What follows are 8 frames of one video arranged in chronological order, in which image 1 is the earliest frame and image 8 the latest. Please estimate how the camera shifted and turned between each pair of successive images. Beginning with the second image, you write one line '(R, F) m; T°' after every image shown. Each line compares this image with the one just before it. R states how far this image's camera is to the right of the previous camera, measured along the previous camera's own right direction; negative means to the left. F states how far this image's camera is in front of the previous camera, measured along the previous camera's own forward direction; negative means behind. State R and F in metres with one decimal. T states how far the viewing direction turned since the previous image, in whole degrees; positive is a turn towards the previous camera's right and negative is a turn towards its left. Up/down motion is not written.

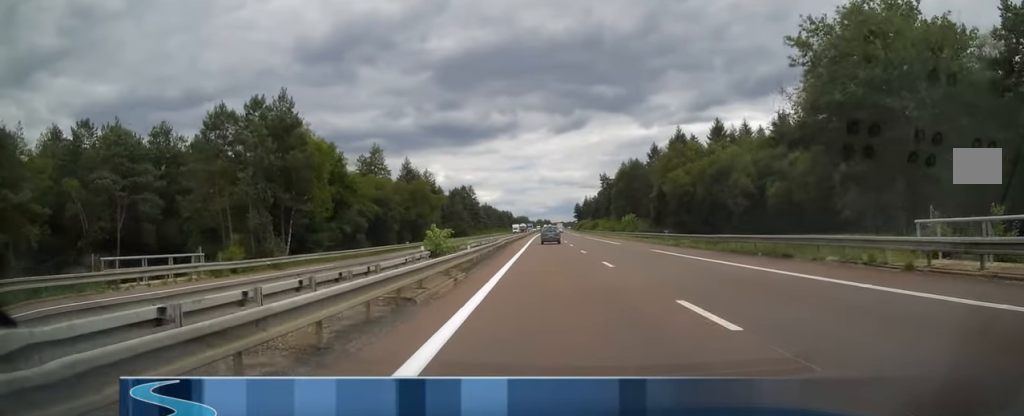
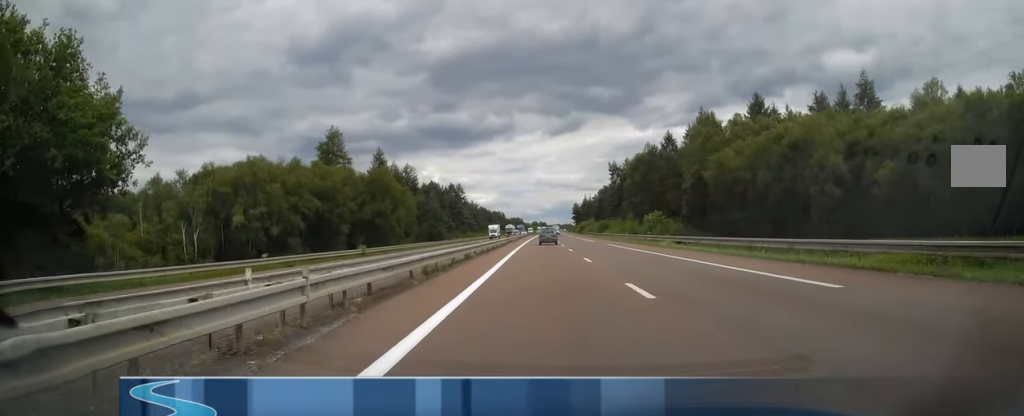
(0.0, +35.0) m; 0°
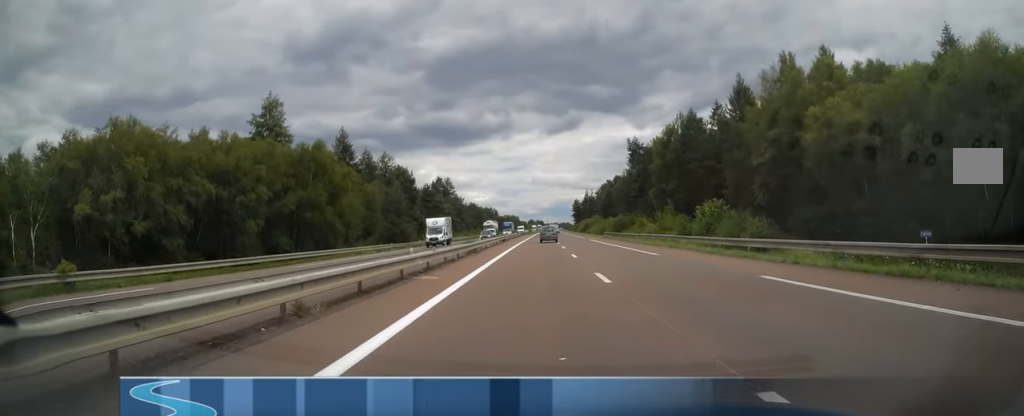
(0.0, +35.5) m; 0°
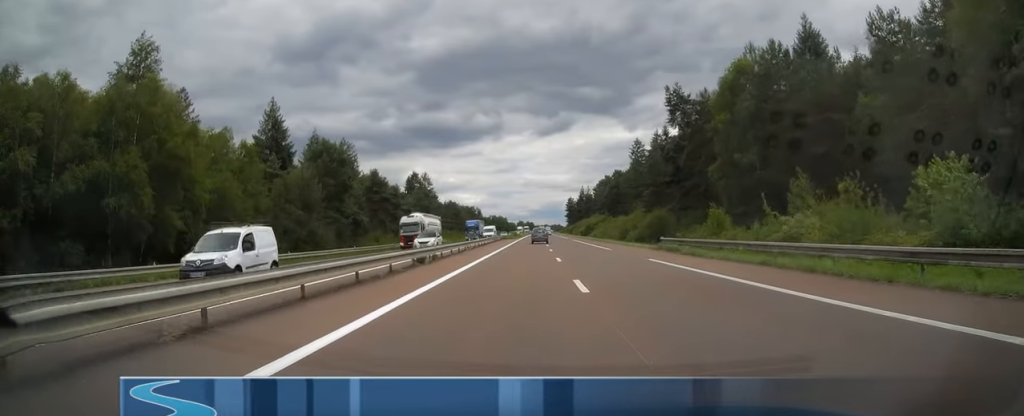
(+0.2, +40.6) m; +1°
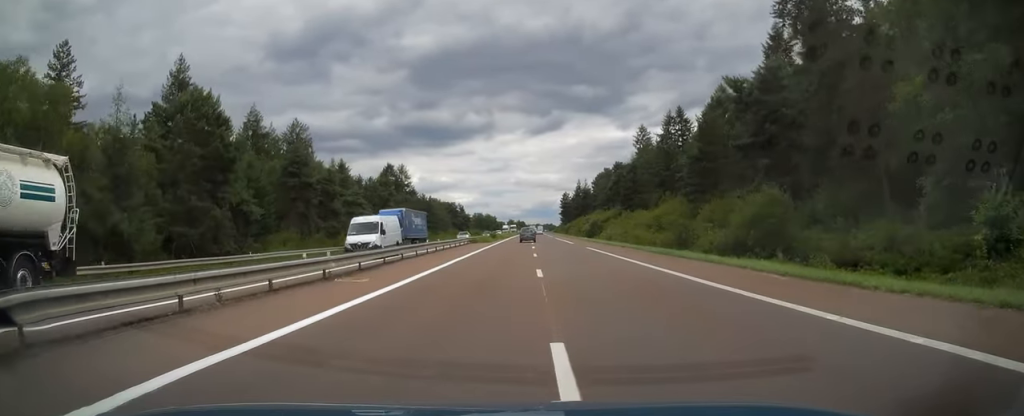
(+0.4, +34.7) m; +1°
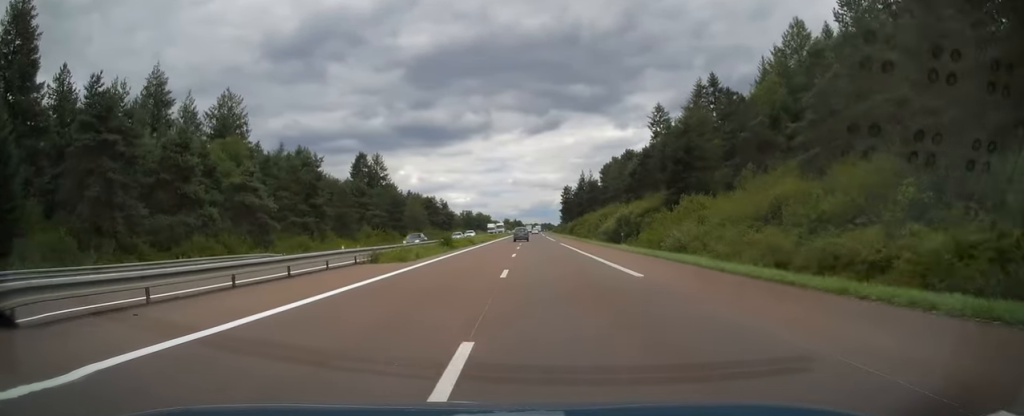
(+0.1, +39.2) m; 0°
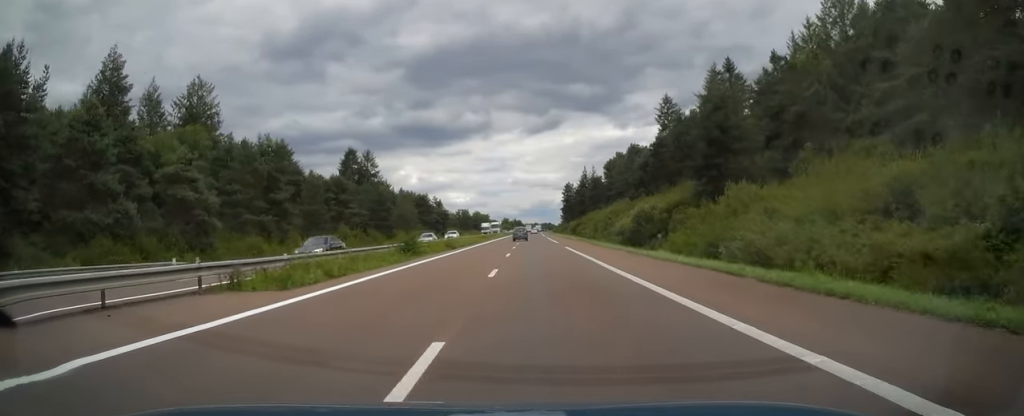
(0.0, +13.0) m; 0°
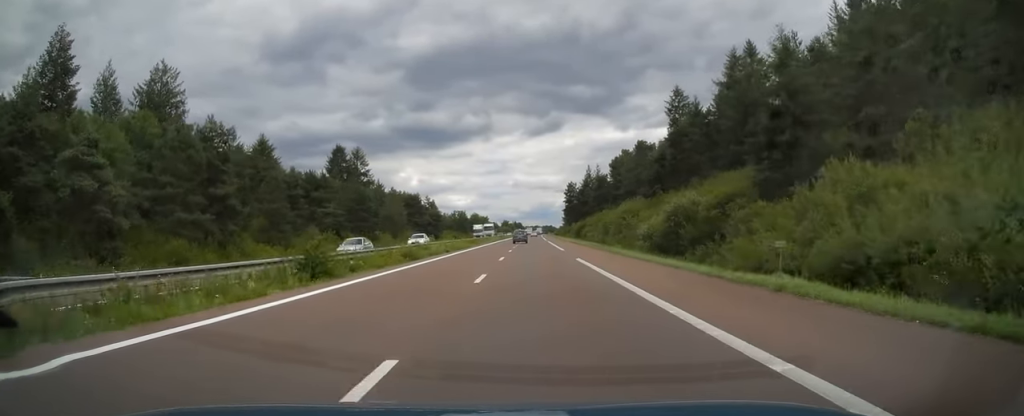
(0.0, +14.1) m; 0°
